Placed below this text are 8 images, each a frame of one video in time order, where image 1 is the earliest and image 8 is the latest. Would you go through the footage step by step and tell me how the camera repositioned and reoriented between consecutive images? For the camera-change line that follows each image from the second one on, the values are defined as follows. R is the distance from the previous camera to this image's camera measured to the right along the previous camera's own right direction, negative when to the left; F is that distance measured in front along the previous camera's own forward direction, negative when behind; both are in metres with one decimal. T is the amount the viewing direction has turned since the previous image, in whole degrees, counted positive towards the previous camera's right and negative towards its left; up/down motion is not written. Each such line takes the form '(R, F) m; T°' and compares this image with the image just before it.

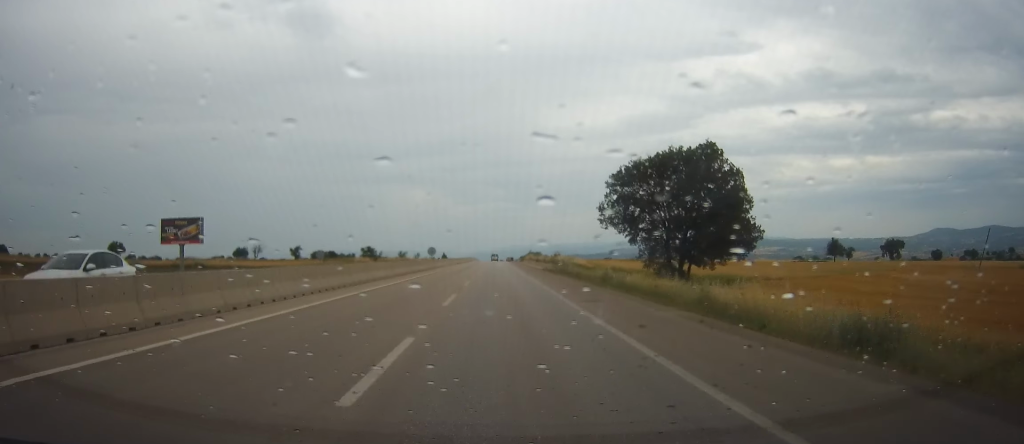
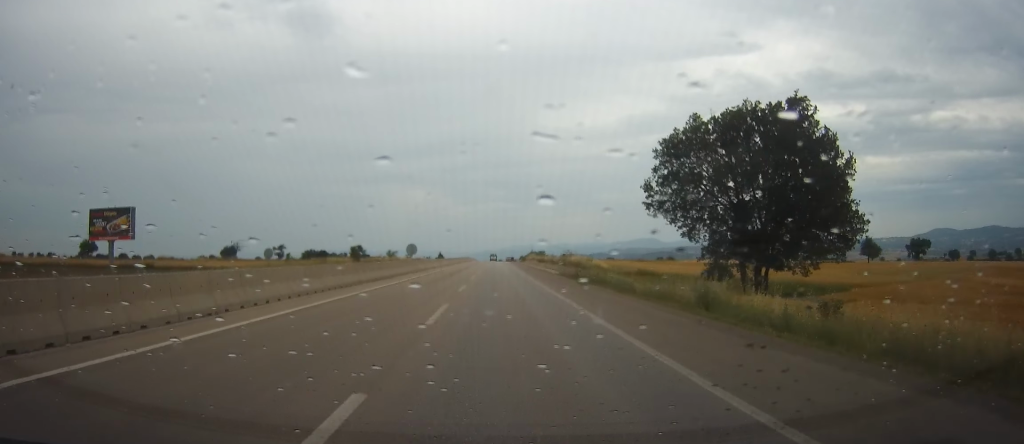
(+0.1, +16.9) m; 0°
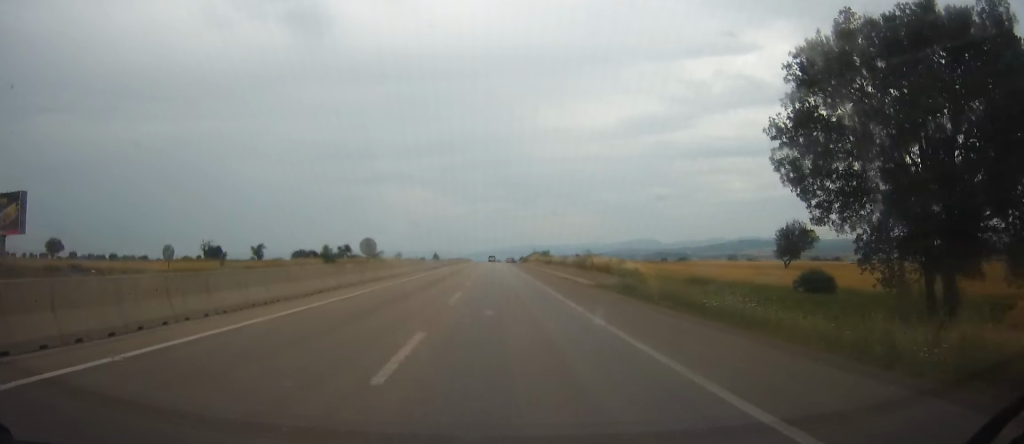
(-0.4, +18.0) m; 0°
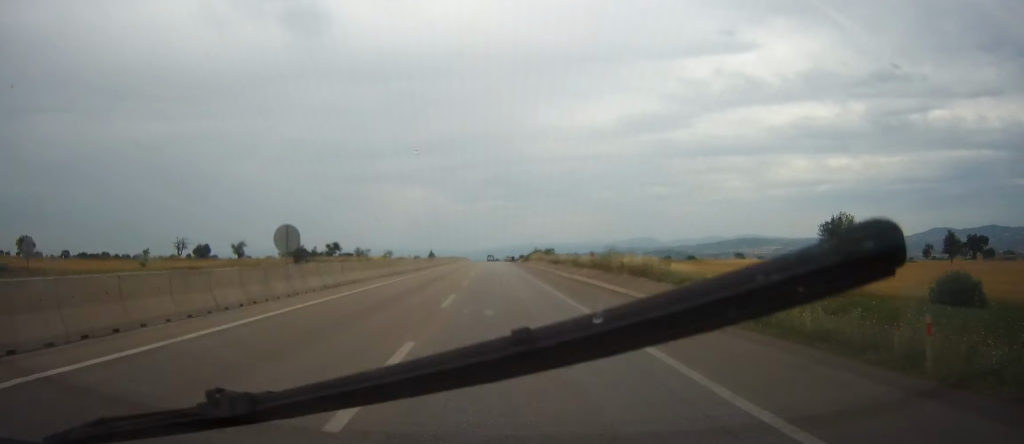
(+0.2, +14.0) m; +1°
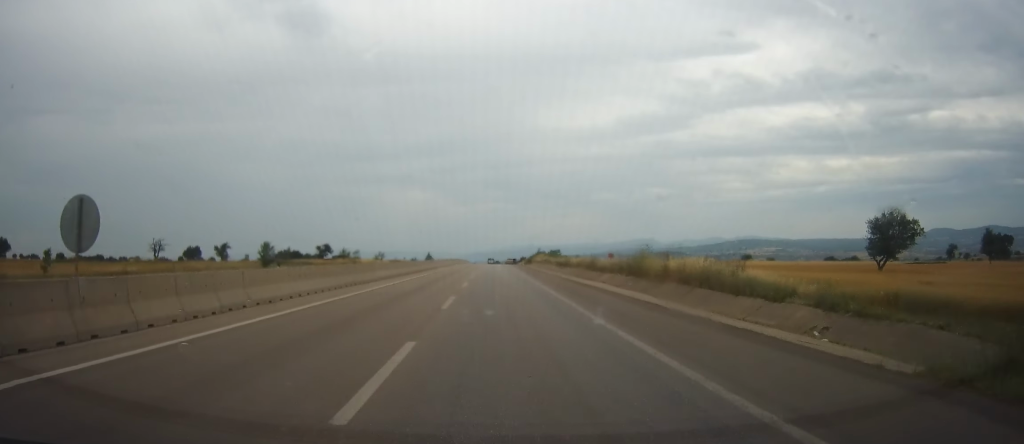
(0.0, +11.6) m; 0°
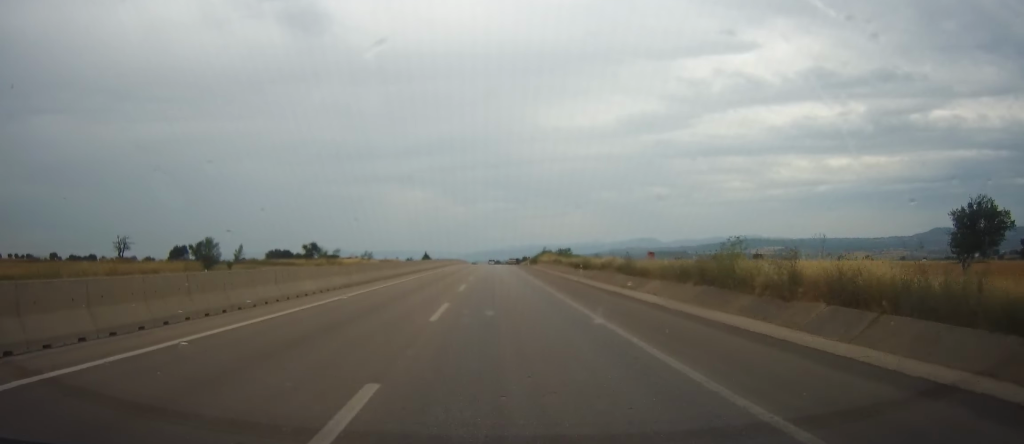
(+0.1, +15.7) m; -1°
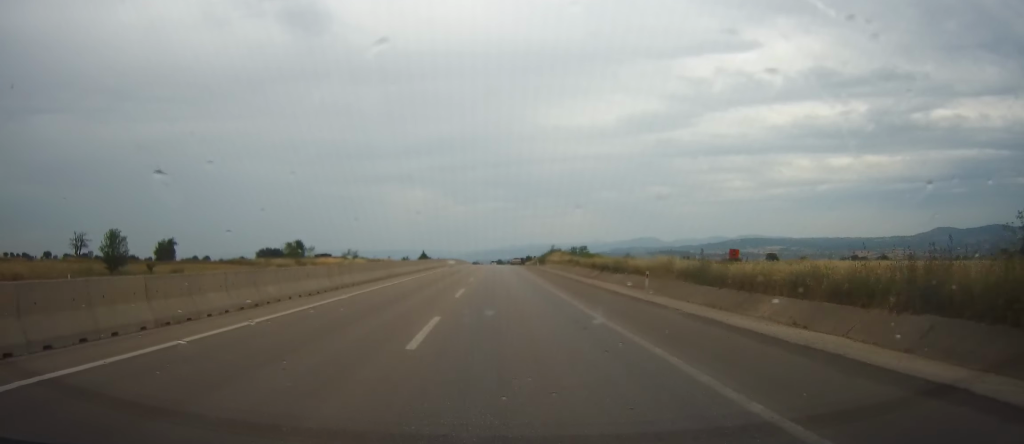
(-0.5, +16.2) m; -1°
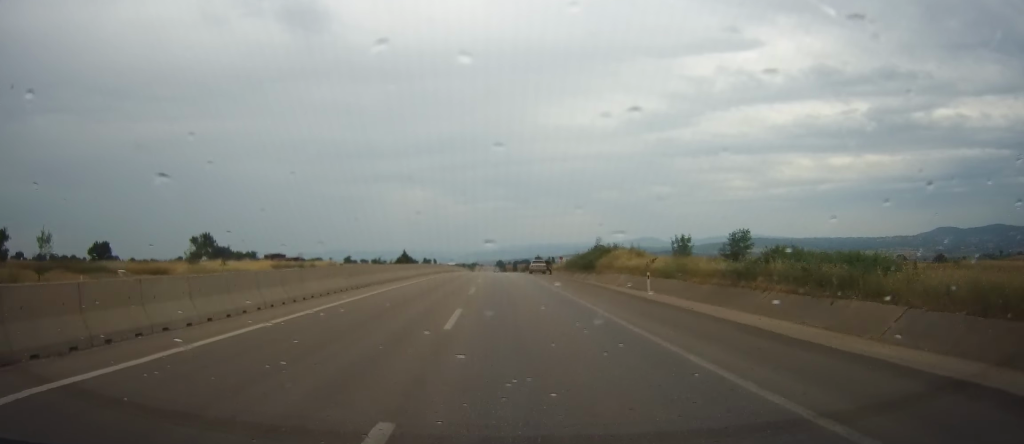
(+1.4, +57.7) m; +2°
